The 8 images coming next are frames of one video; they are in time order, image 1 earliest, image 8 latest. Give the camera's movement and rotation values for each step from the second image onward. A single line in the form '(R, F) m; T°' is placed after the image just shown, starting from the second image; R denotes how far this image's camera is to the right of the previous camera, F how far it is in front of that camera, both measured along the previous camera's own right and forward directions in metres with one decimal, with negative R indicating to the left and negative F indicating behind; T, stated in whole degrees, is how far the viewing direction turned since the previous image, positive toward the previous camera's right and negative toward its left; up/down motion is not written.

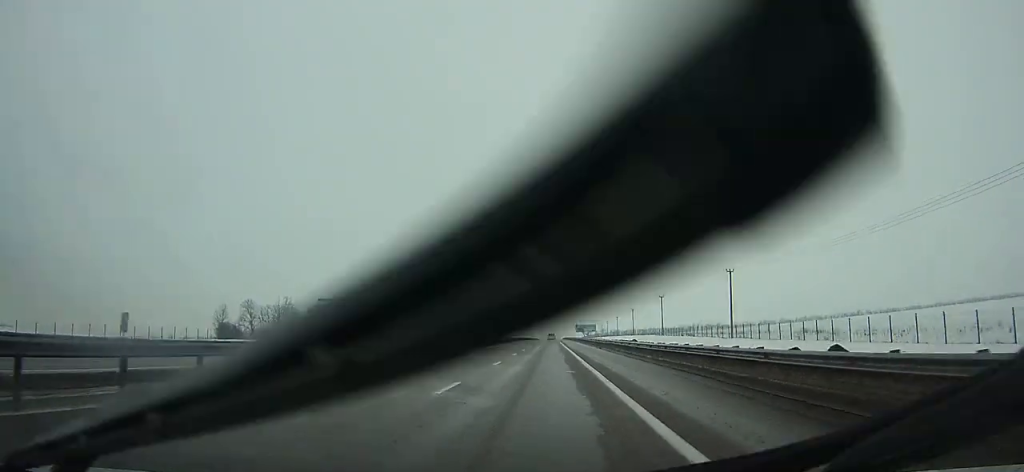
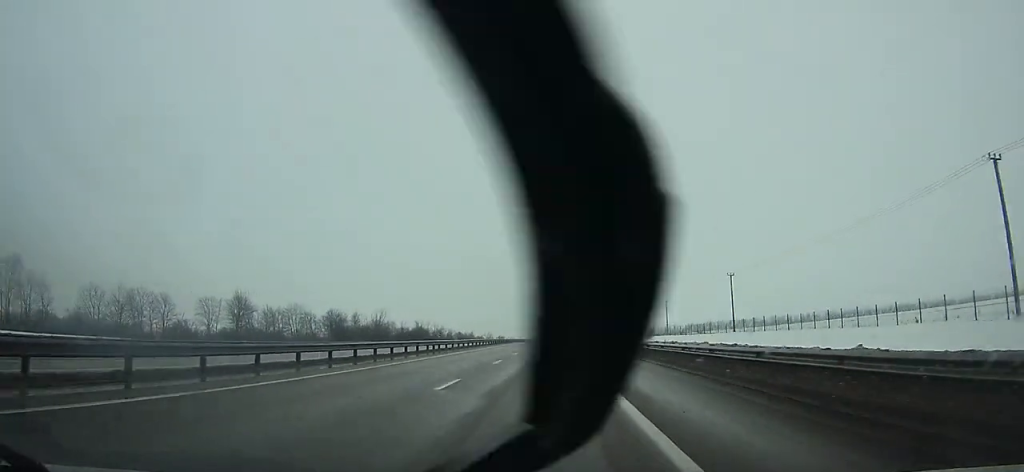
(-0.5, +107.7) m; 0°
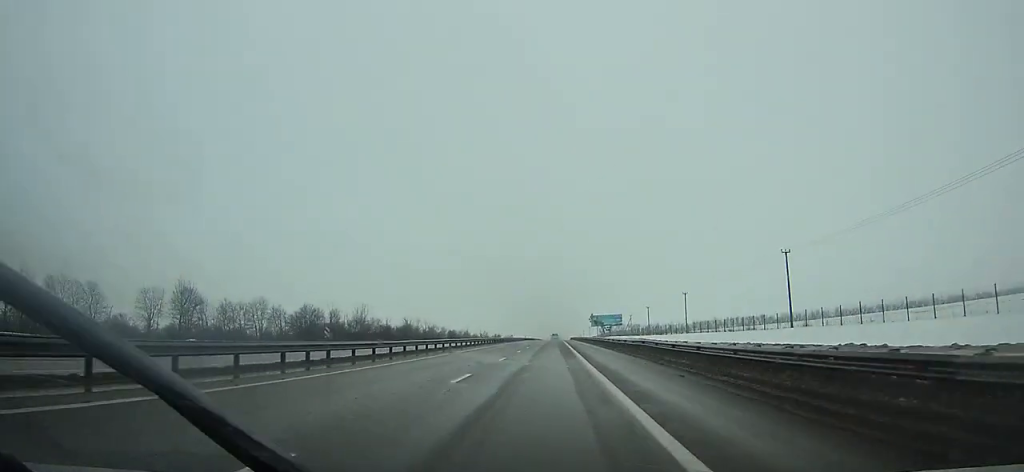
(-0.1, +22.0) m; 0°
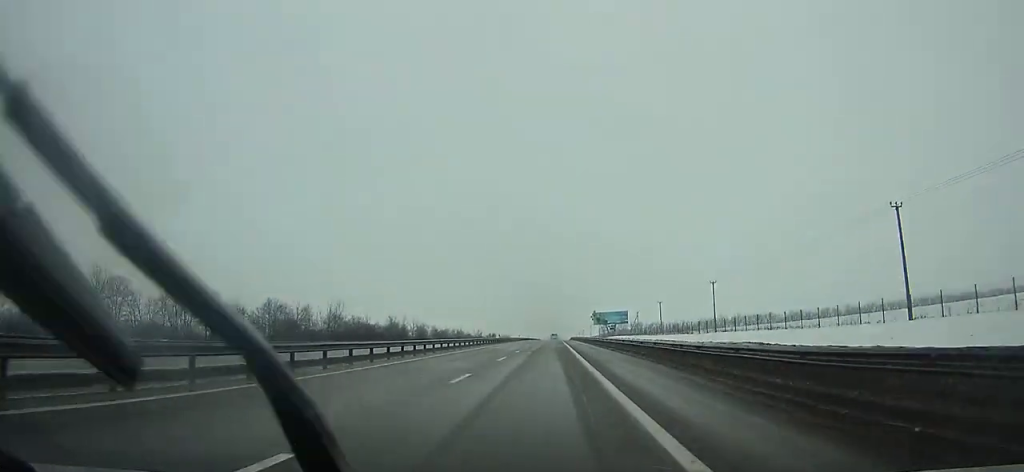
(0.0, +23.7) m; 0°
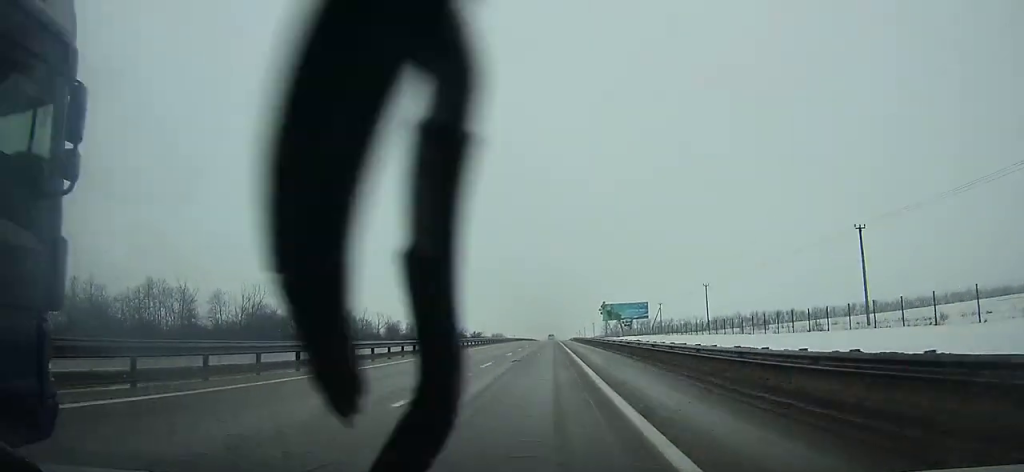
(+0.2, +52.2) m; 0°
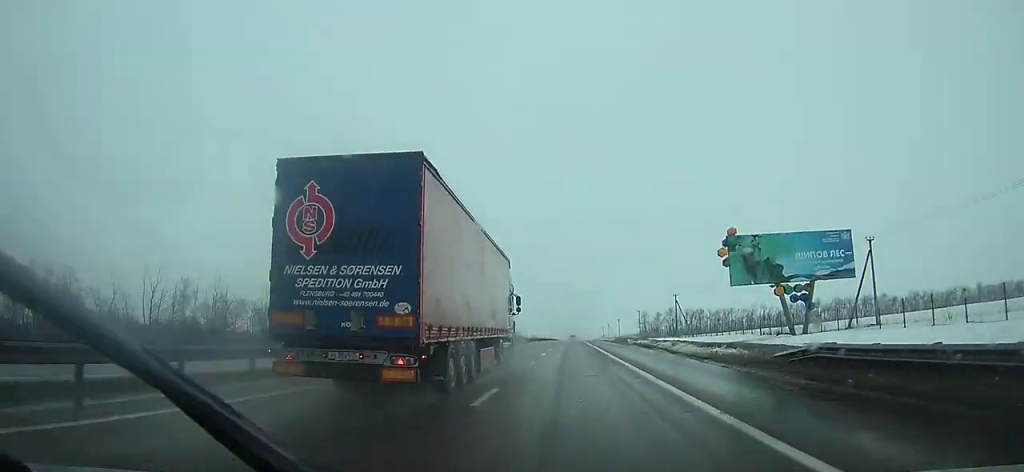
(-0.9, +107.4) m; 0°
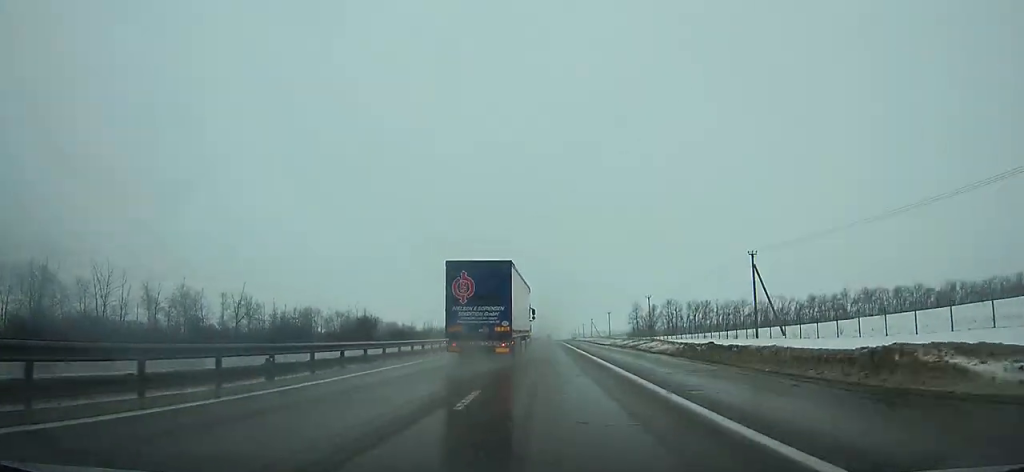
(+0.5, +60.3) m; +1°
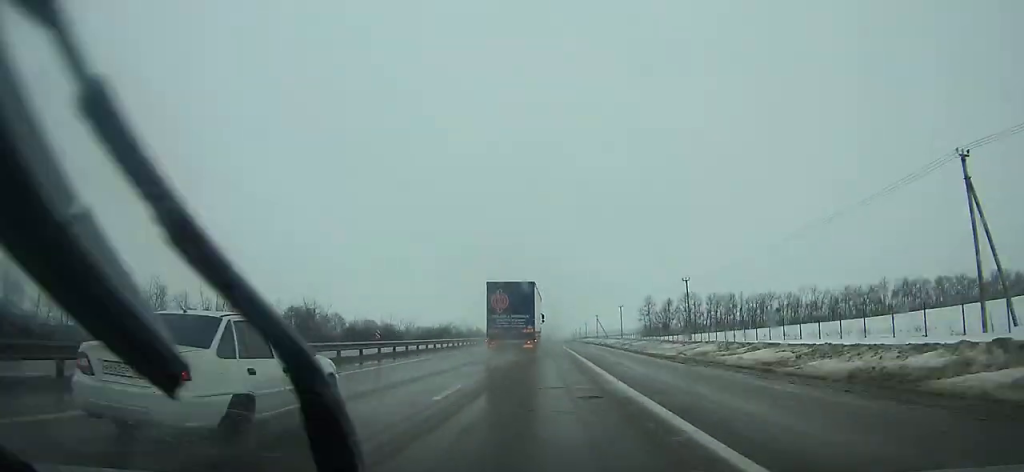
(+0.3, +34.2) m; 0°
